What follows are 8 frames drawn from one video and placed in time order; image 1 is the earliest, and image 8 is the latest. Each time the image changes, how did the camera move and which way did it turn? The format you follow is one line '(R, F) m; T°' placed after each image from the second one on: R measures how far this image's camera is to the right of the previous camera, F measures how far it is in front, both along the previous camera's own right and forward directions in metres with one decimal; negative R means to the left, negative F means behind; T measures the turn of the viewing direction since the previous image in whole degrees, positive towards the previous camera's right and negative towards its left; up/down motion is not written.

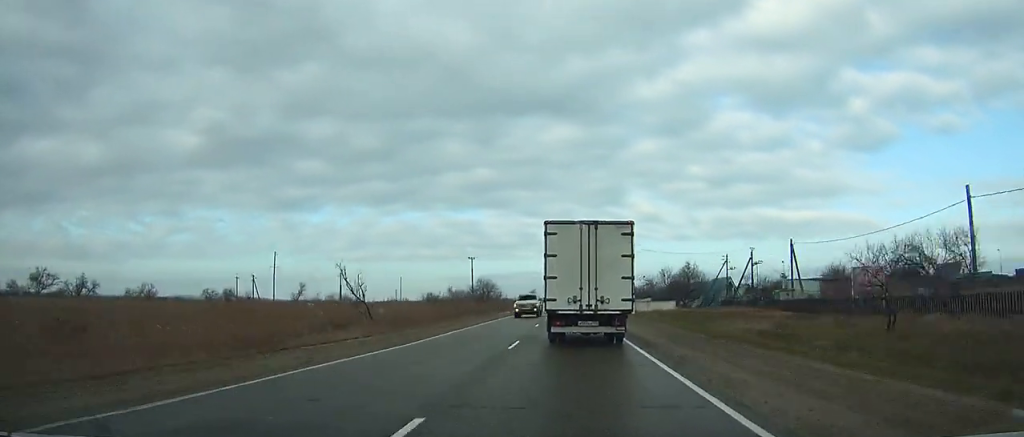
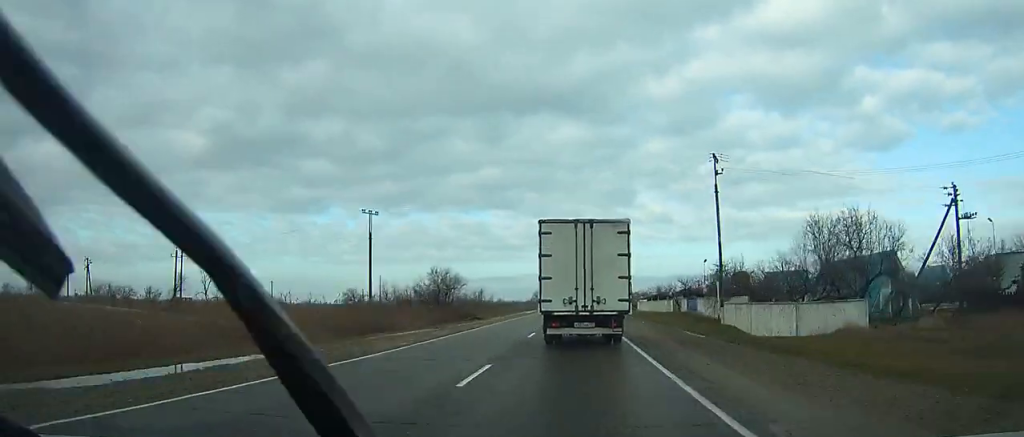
(0.0, +53.9) m; 0°
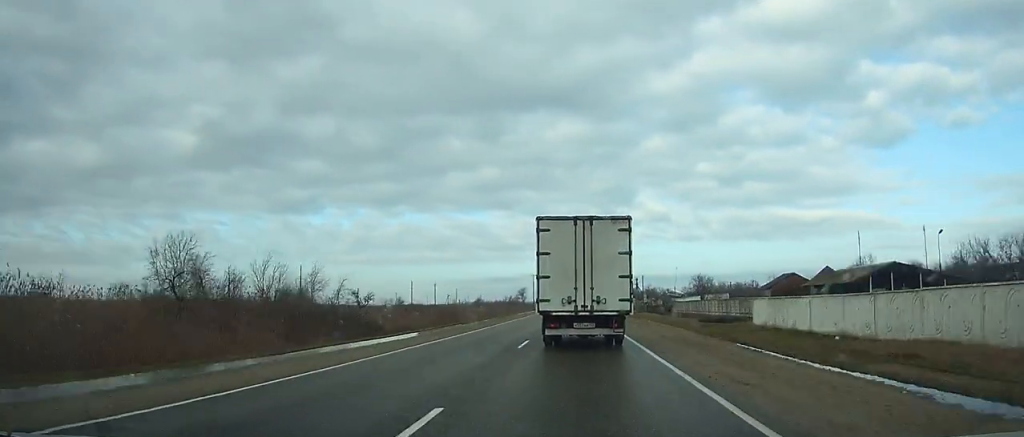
(0.0, +89.1) m; 0°
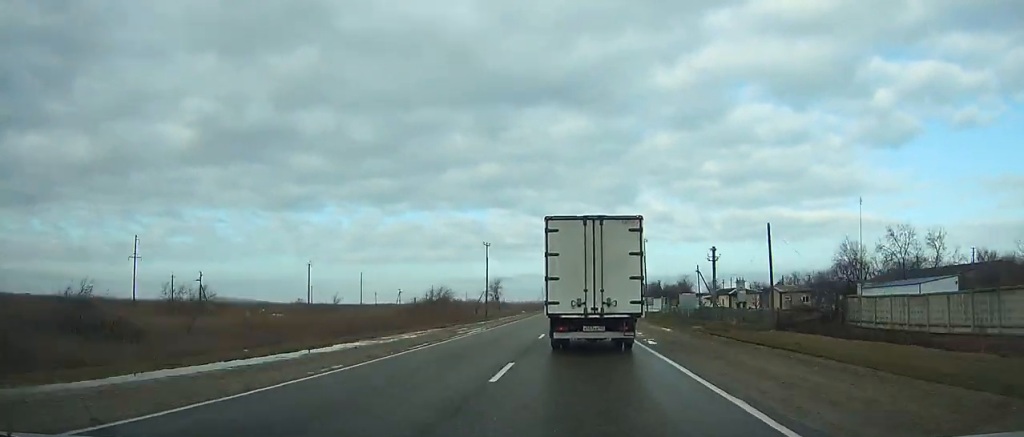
(+0.1, +90.3) m; 0°
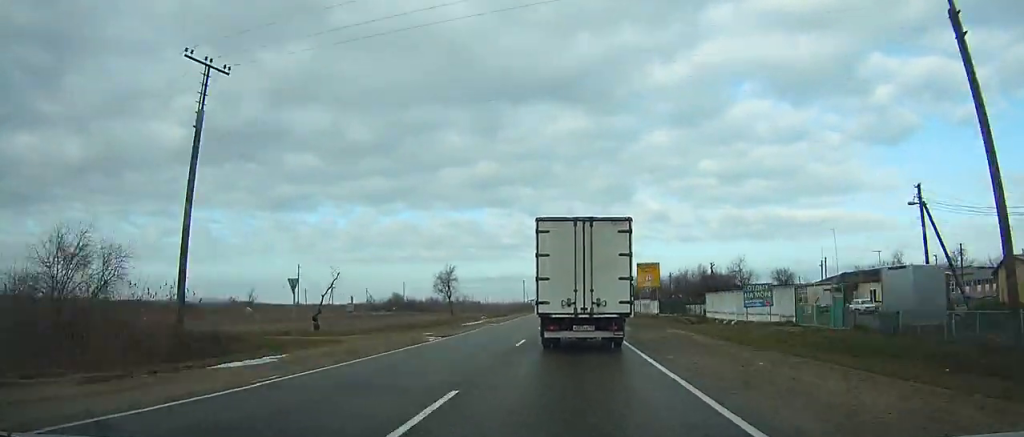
(-0.1, +63.6) m; 0°
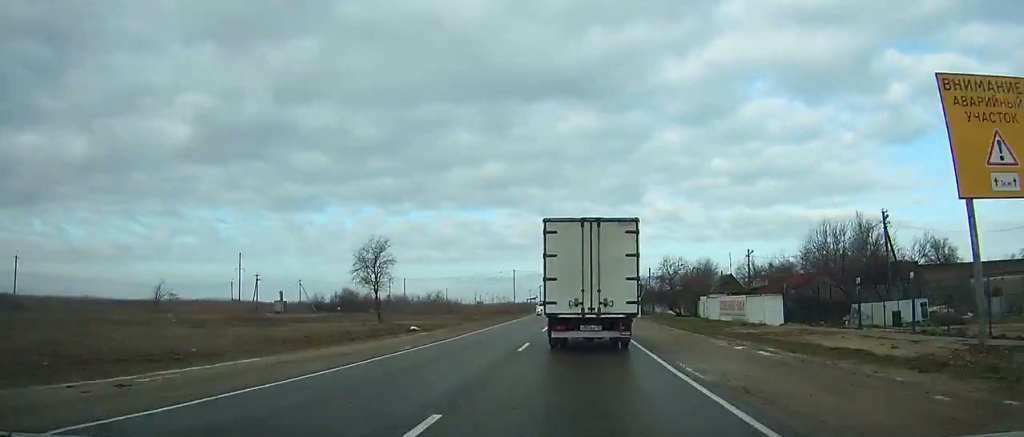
(-0.1, +50.3) m; 0°
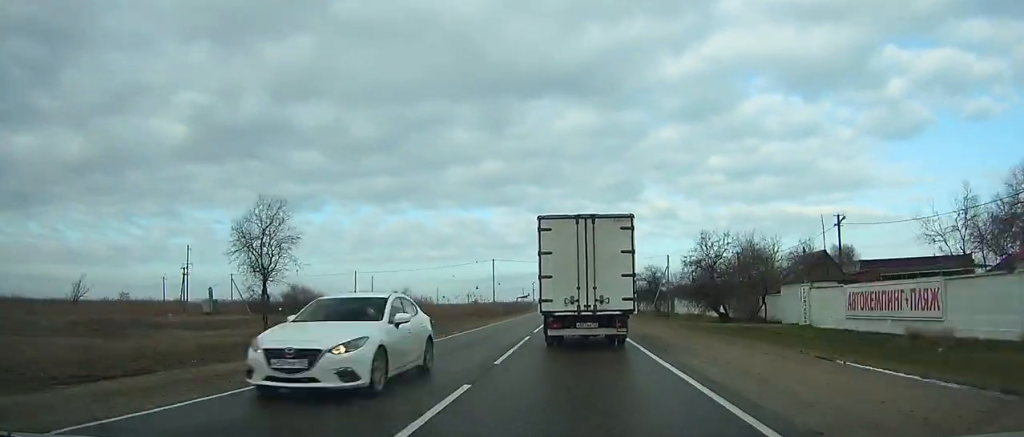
(0.0, +26.2) m; 0°
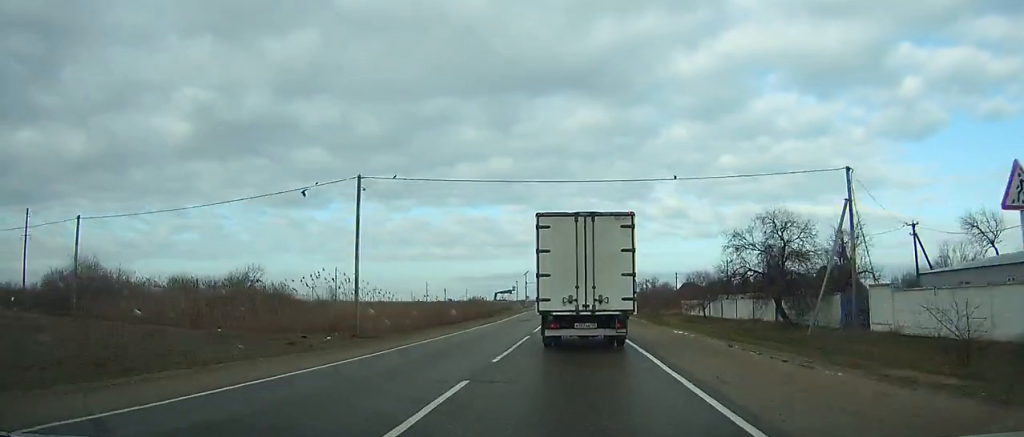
(-0.3, +58.6) m; -1°
